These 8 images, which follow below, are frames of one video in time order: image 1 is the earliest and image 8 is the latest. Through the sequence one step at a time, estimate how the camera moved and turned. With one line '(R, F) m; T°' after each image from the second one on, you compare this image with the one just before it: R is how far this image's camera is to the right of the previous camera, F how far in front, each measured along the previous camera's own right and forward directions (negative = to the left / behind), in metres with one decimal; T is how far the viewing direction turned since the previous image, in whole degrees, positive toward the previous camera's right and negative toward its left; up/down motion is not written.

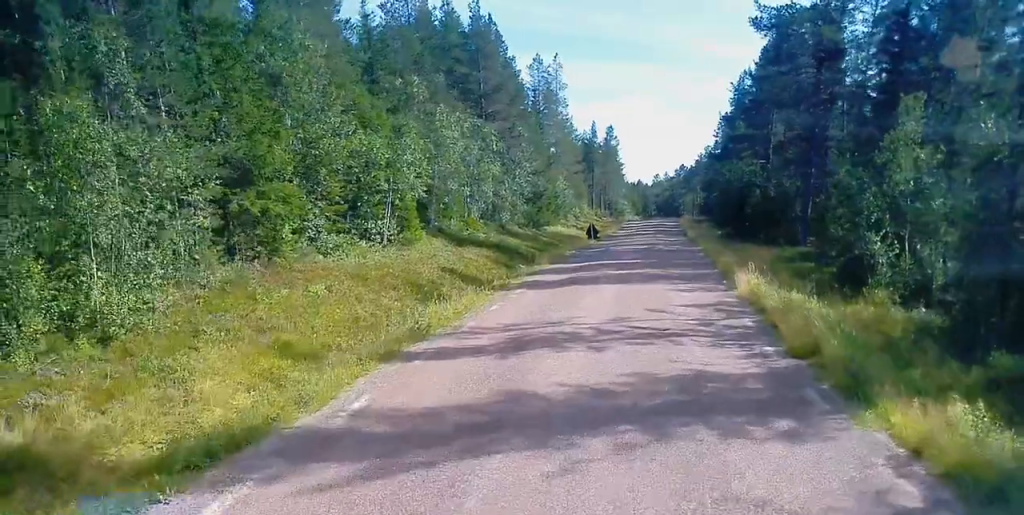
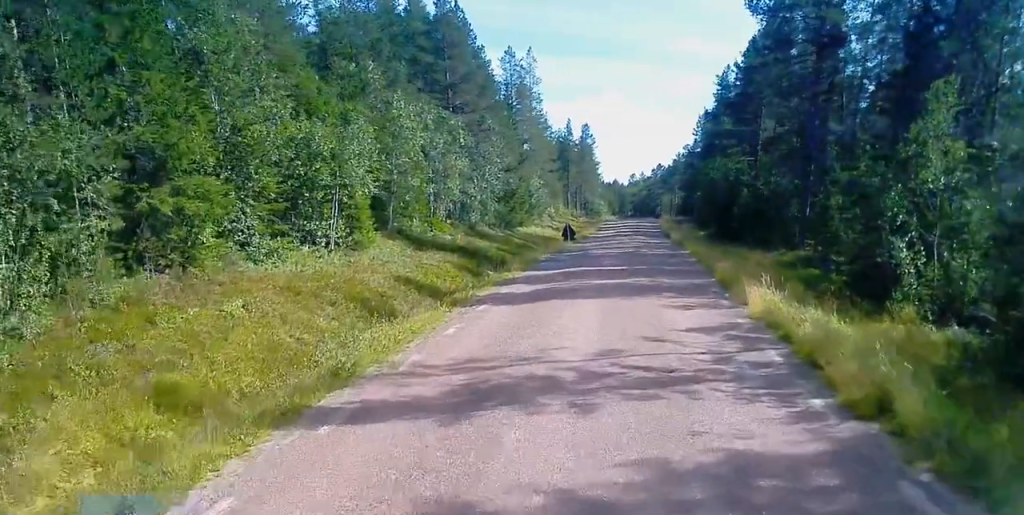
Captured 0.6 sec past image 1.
(0.0, +3.6) m; 0°
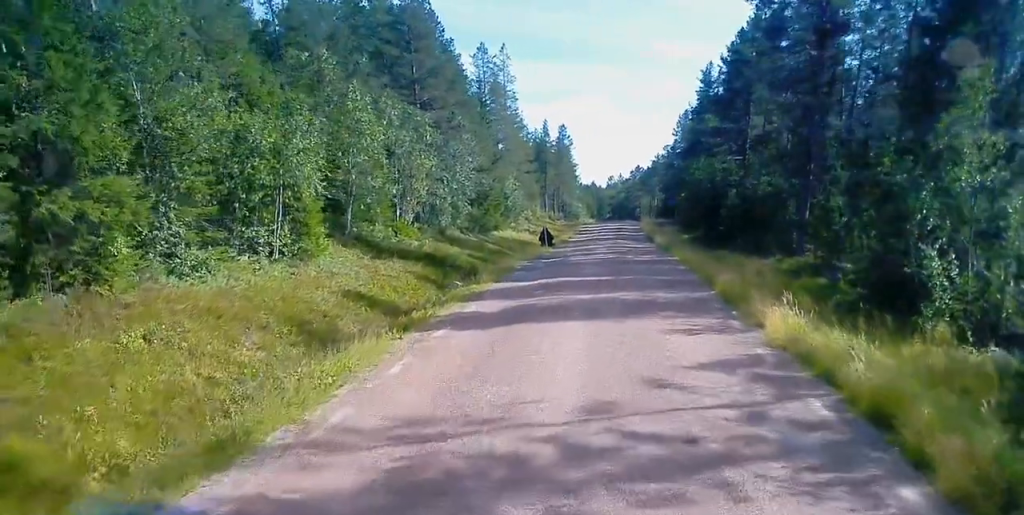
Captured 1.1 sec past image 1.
(0.0, +3.1) m; -1°
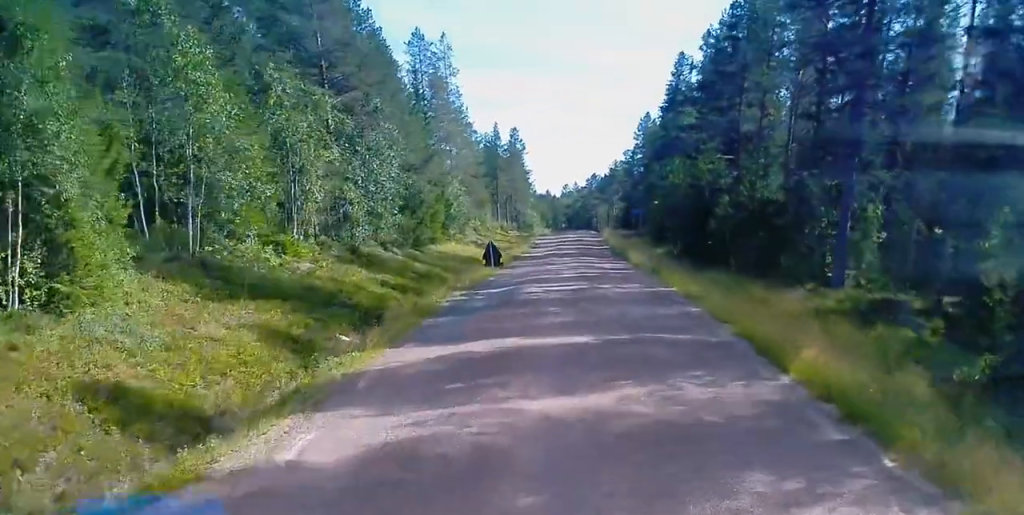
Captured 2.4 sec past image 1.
(-0.2, +9.9) m; +1°
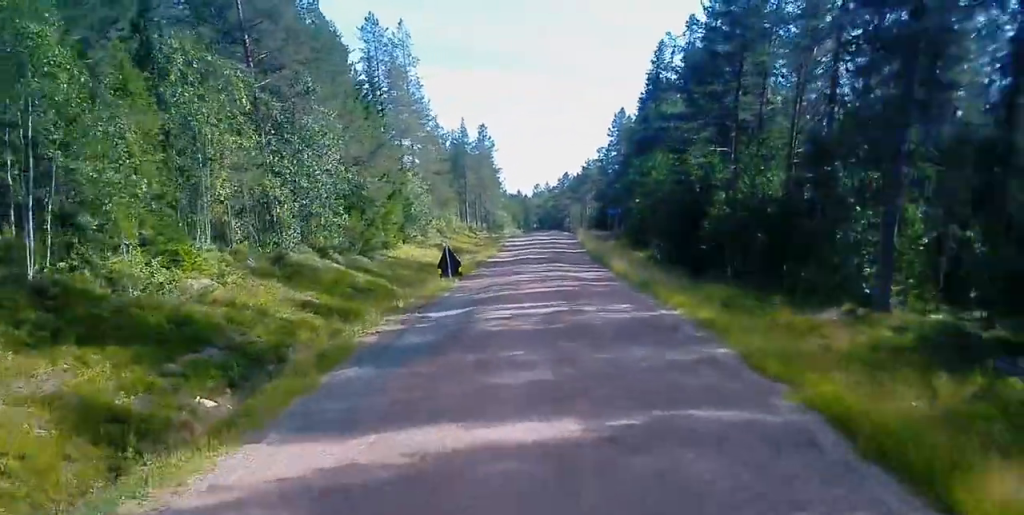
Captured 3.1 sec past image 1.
(+0.2, +5.8) m; +2°
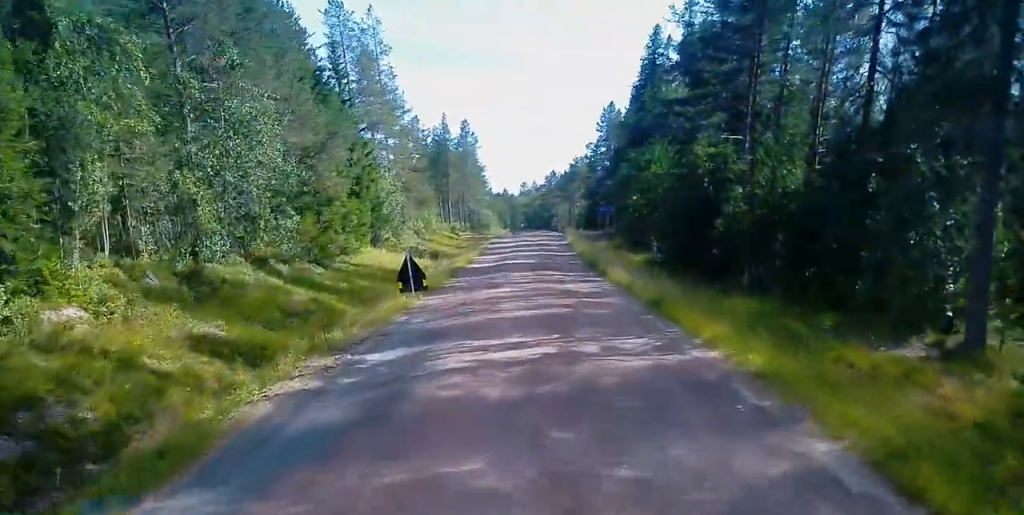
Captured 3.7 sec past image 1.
(+0.1, +5.6) m; +1°
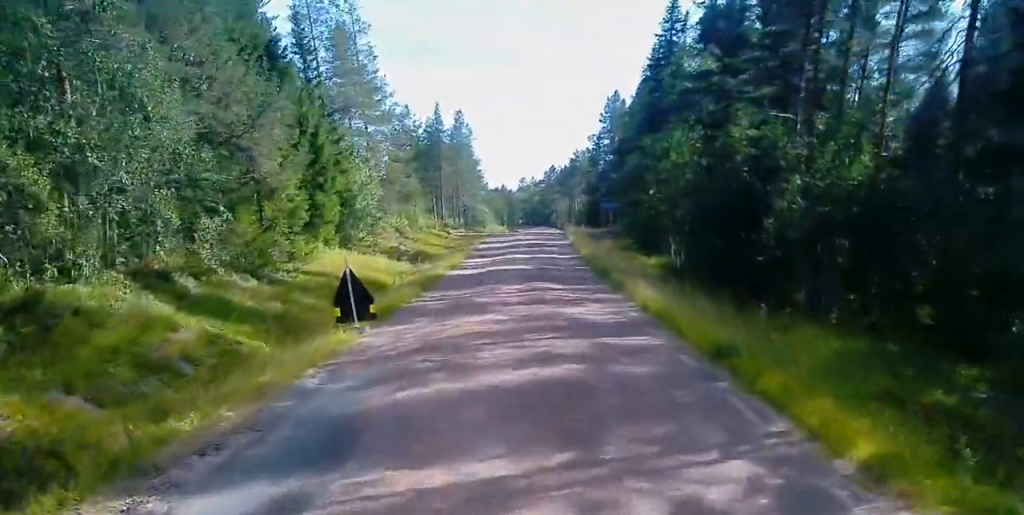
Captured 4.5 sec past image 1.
(0.0, +7.2) m; 0°
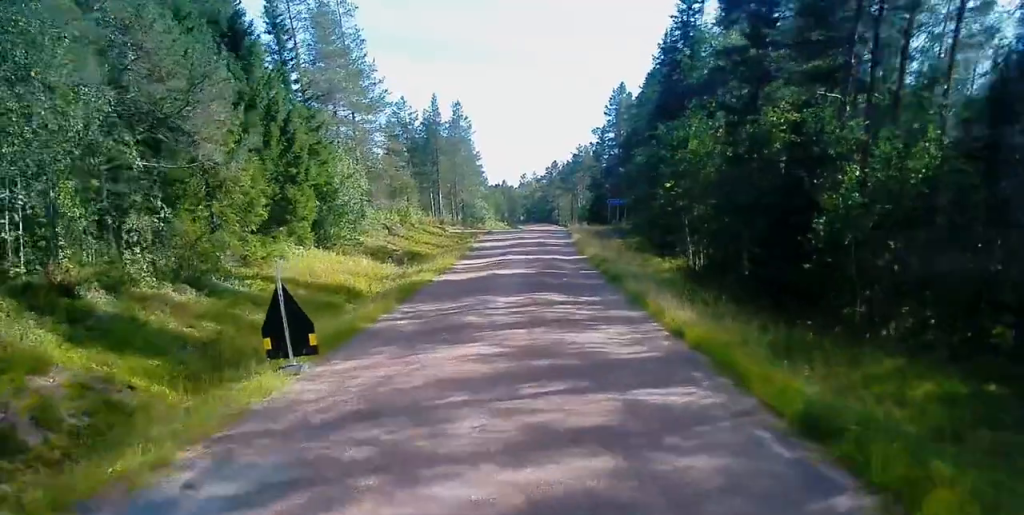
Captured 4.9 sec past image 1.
(0.0, +4.5) m; 0°
